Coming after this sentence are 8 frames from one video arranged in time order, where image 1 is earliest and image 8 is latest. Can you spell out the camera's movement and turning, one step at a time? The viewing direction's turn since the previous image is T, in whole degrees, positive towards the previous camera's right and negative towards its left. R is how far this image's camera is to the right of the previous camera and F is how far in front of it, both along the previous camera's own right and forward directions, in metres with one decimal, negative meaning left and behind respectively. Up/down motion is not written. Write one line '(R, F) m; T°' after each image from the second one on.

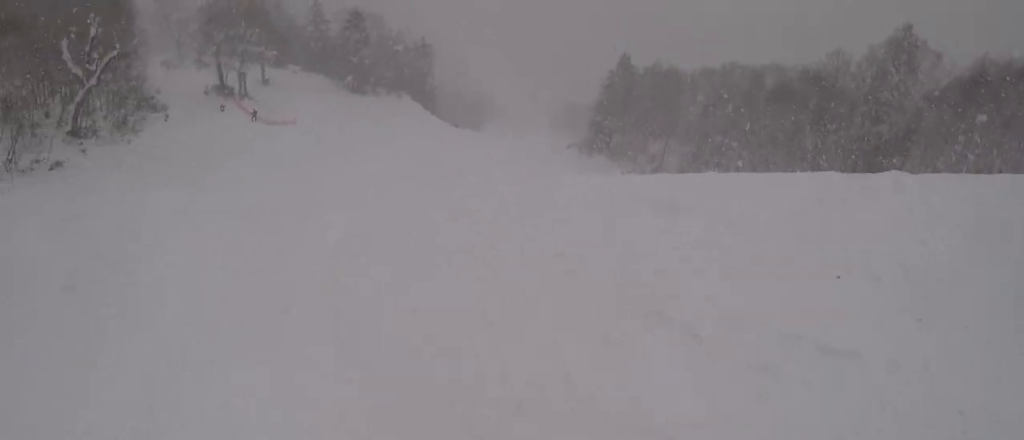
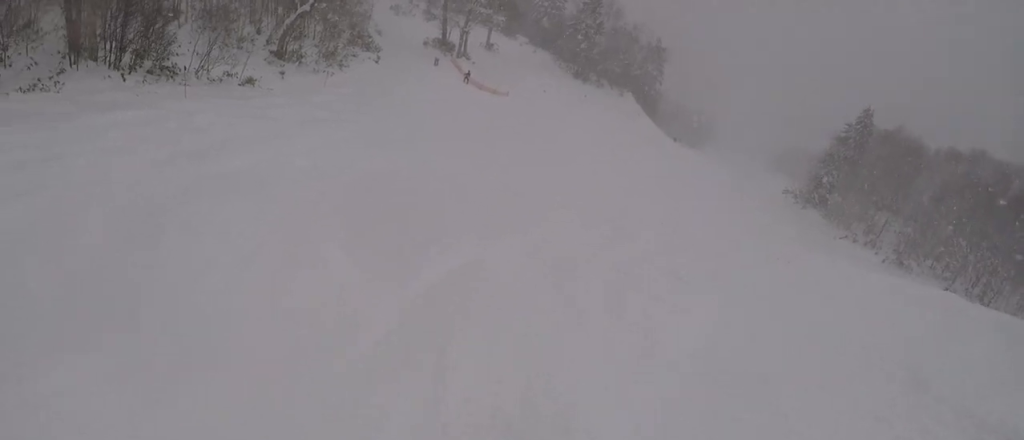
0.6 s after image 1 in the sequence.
(-0.6, +3.8) m; -9°
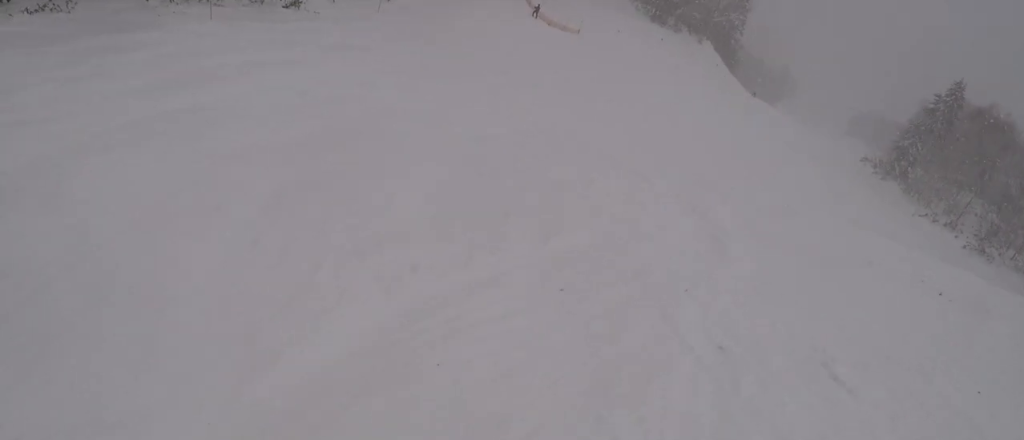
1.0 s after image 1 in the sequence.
(-0.2, +3.1) m; -8°
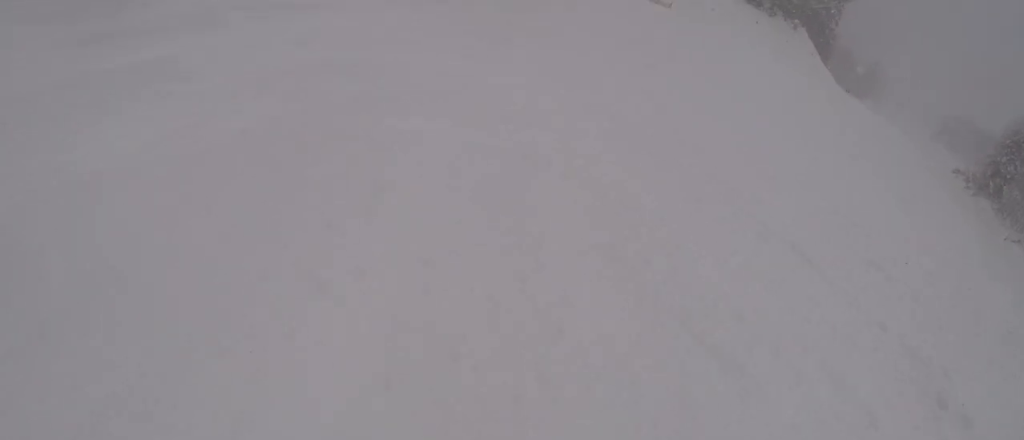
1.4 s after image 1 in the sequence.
(-0.3, +3.3) m; -5°
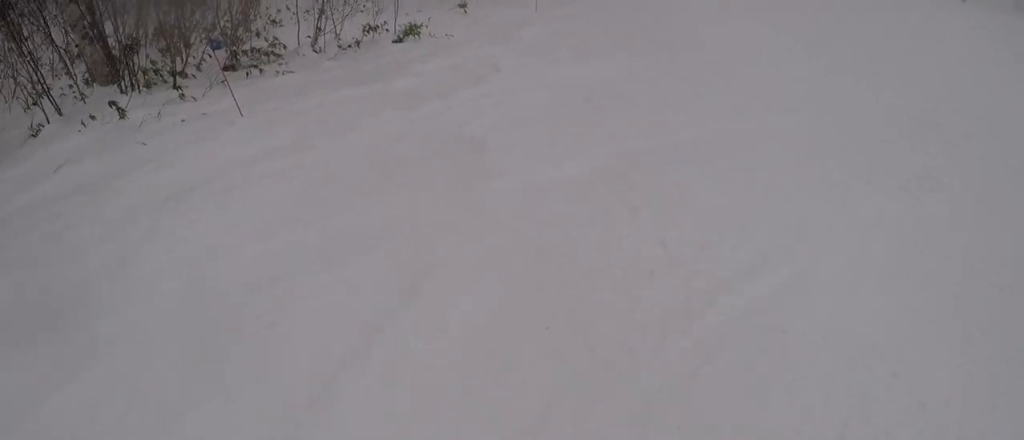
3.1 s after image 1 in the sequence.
(-1.6, +12.9) m; -9°
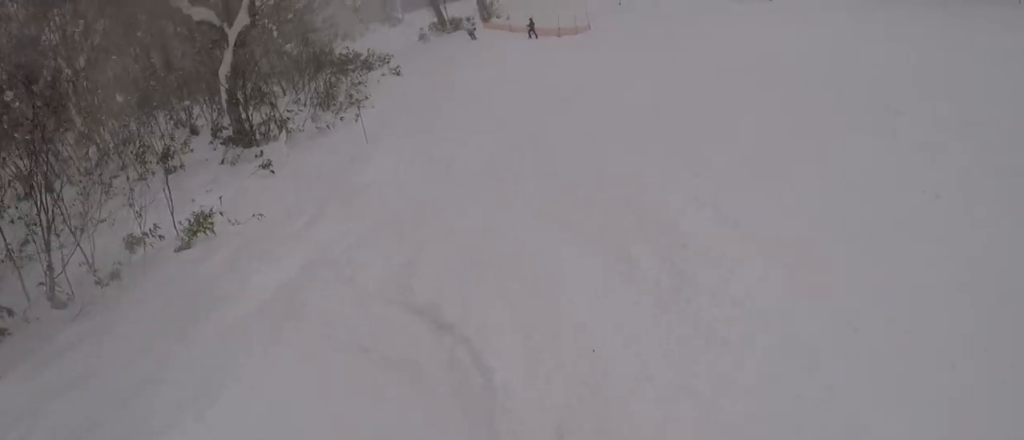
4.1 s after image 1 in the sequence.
(+0.1, +9.1) m; +23°
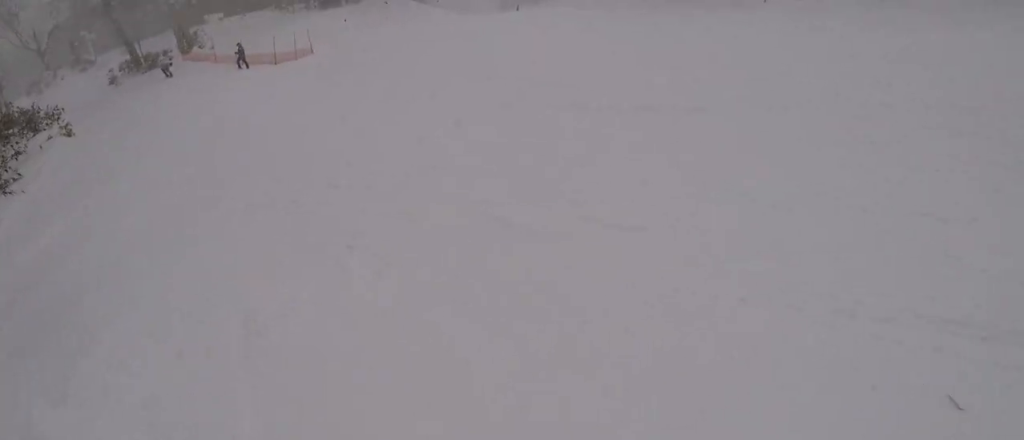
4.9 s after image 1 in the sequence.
(+2.7, +6.9) m; +30°
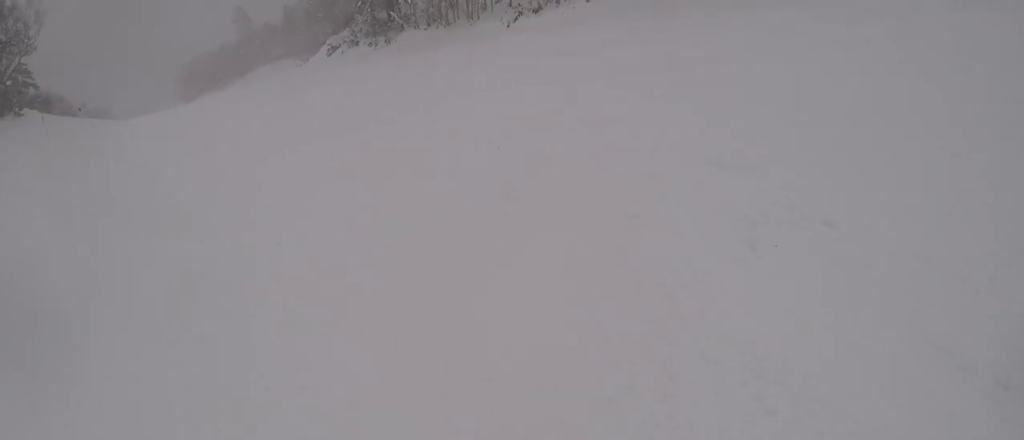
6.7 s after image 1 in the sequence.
(+7.3, +16.8) m; +34°
